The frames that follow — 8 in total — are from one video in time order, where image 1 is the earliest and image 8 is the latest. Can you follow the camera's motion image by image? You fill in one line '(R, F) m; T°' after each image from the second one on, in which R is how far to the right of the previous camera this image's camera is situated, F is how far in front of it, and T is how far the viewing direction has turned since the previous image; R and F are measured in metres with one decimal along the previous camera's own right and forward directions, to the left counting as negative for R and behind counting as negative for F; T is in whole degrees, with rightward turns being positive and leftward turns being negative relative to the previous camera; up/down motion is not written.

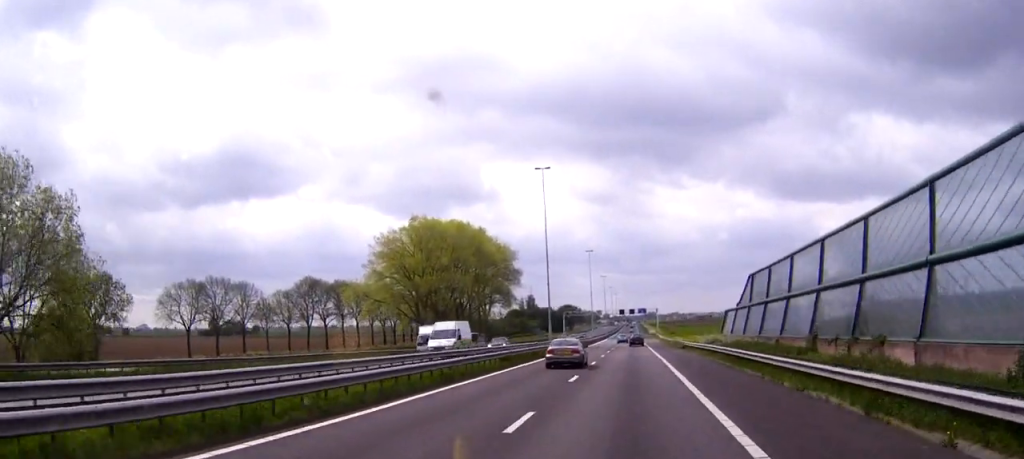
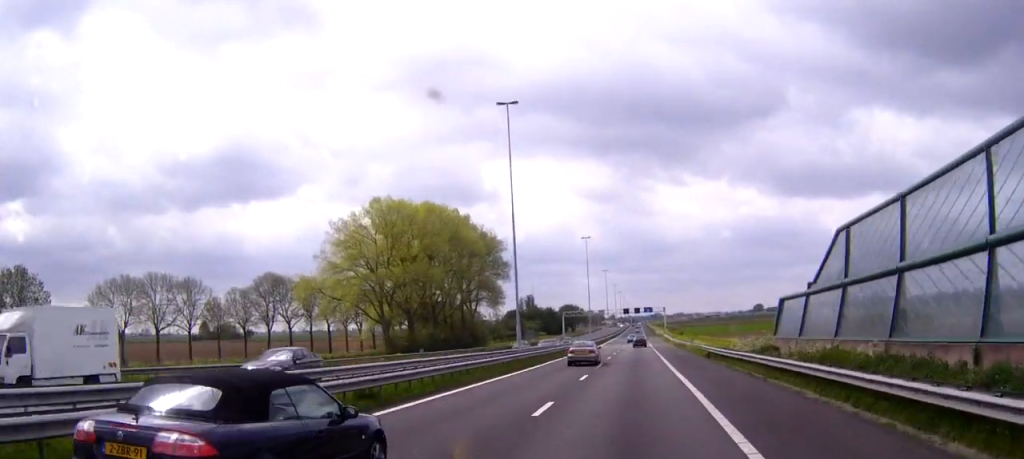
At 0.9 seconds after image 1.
(0.0, +21.5) m; 0°
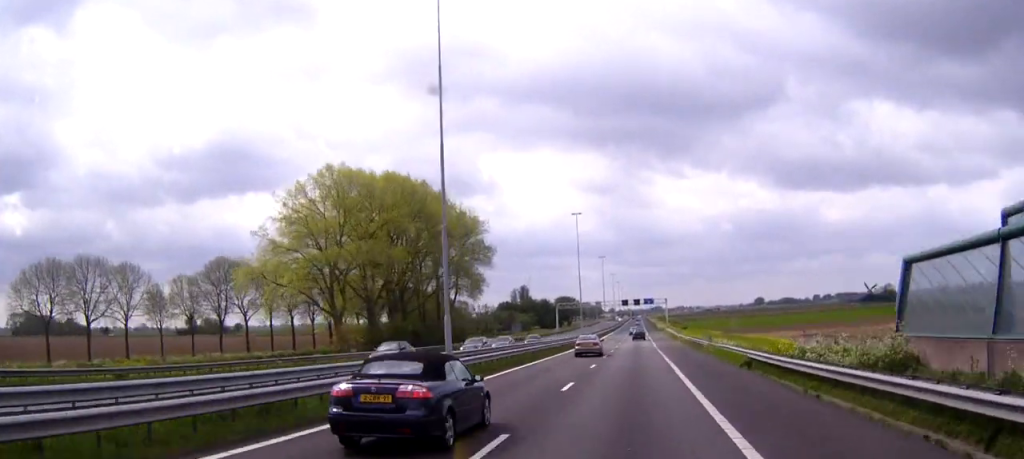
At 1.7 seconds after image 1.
(-0.1, +18.6) m; 0°
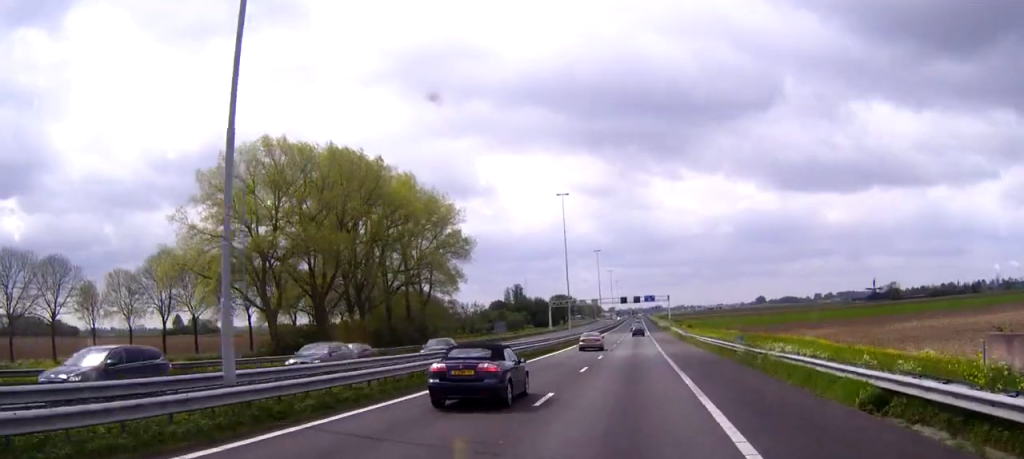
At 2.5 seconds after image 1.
(+0.1, +18.0) m; 0°
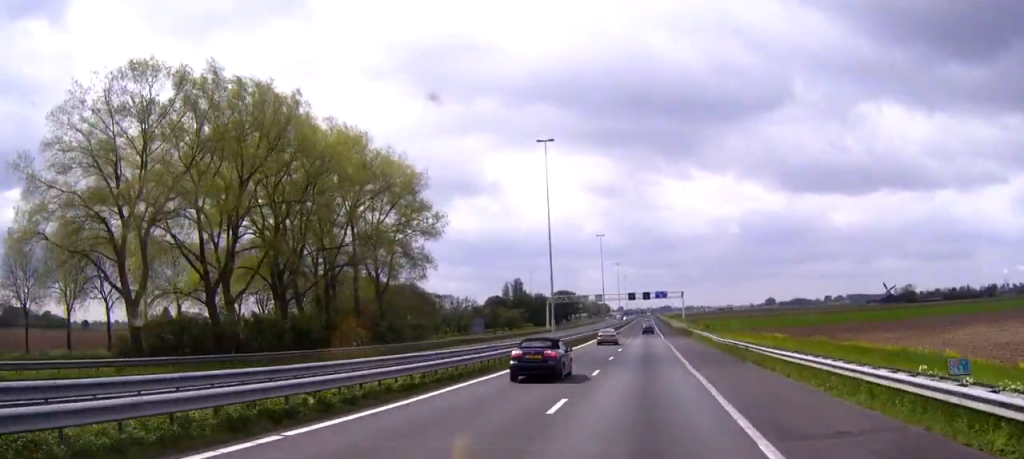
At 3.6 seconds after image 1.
(-0.2, +25.9) m; -1°
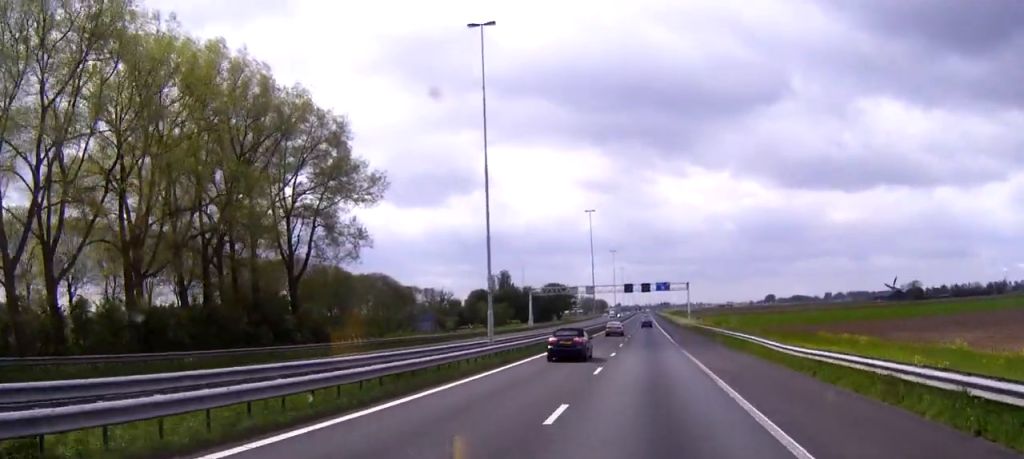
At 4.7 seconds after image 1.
(0.0, +26.0) m; 0°
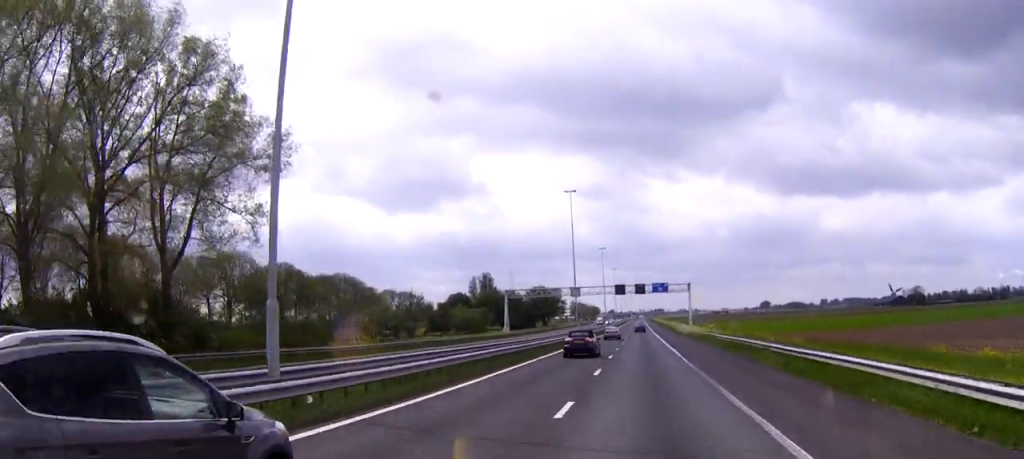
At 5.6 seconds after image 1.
(+0.1, +22.2) m; 0°
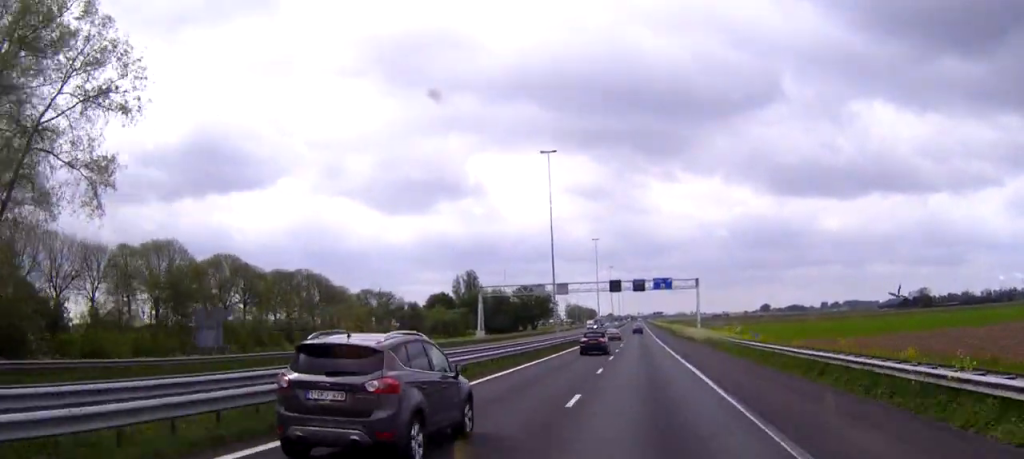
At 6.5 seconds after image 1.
(0.0, +21.5) m; 0°
